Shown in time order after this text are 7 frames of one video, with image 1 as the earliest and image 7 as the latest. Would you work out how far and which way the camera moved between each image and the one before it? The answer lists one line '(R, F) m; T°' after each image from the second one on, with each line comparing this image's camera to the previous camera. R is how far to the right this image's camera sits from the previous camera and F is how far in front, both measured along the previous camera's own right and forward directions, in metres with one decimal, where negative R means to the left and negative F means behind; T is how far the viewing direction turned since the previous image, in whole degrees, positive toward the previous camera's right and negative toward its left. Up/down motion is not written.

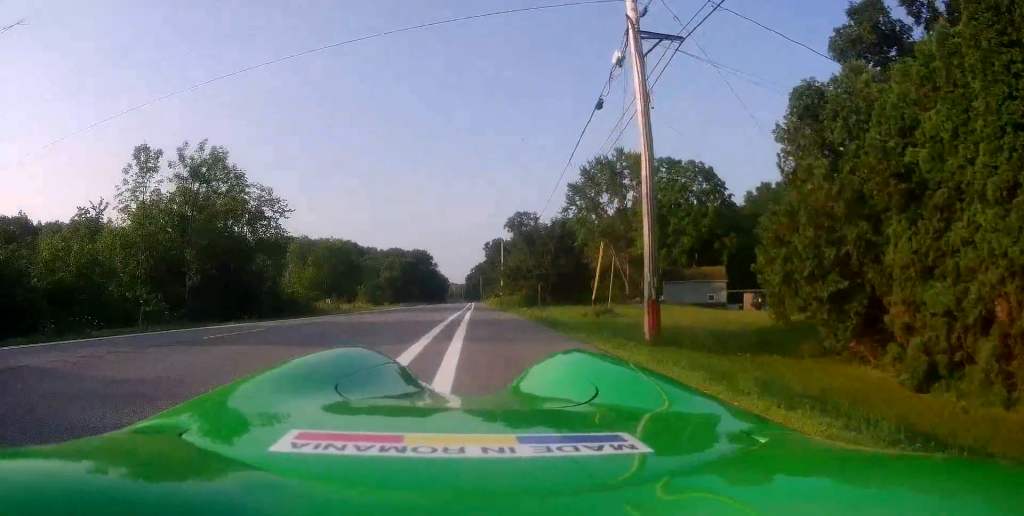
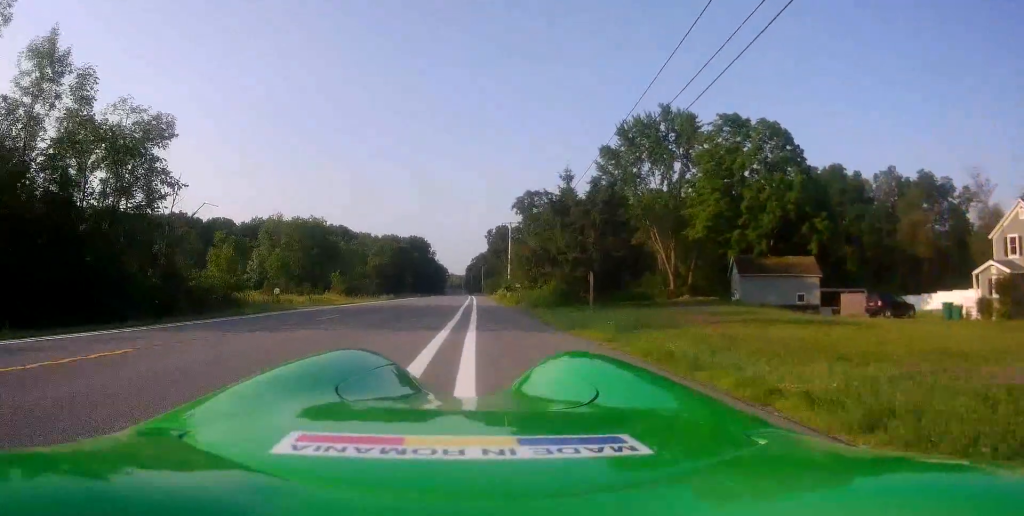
(-0.6, +17.7) m; -3°
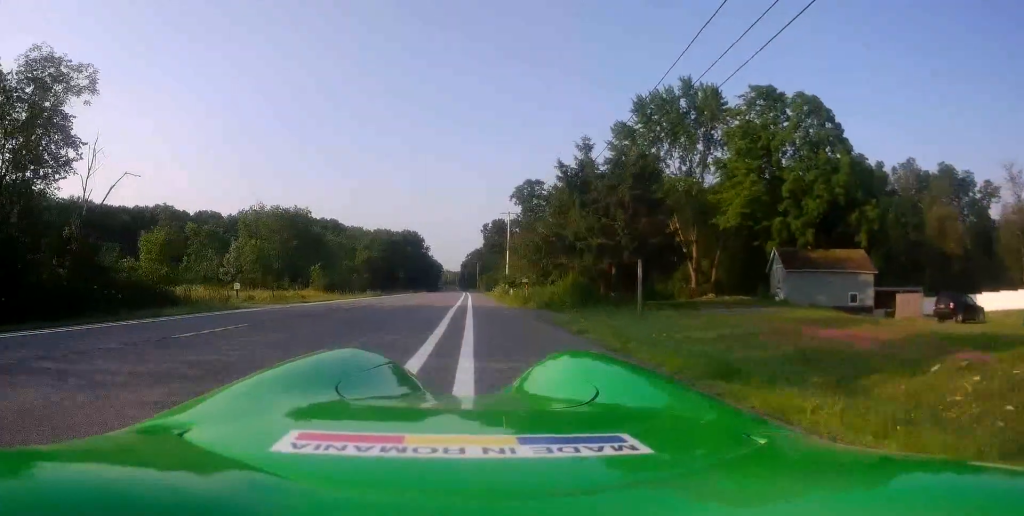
(0.0, +7.7) m; -3°
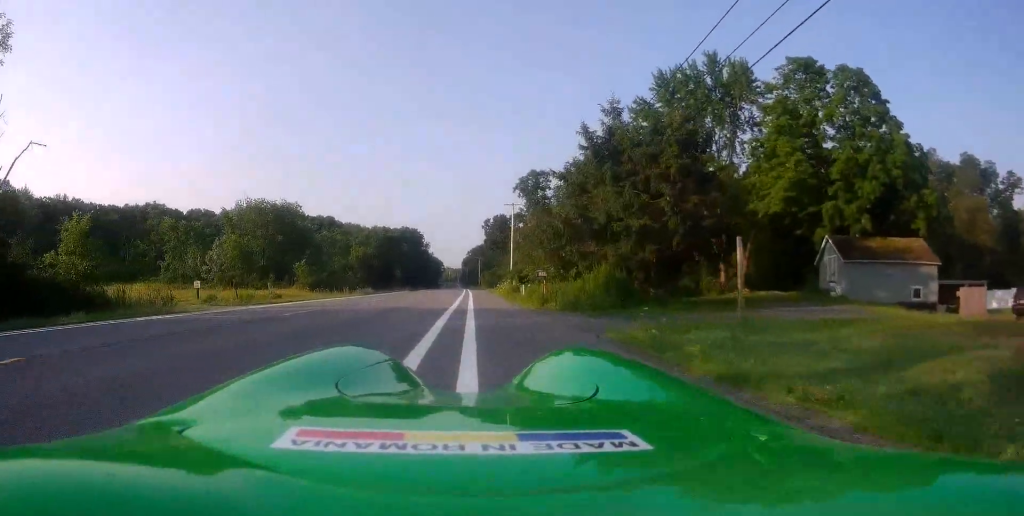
(-0.3, +6.6) m; +2°
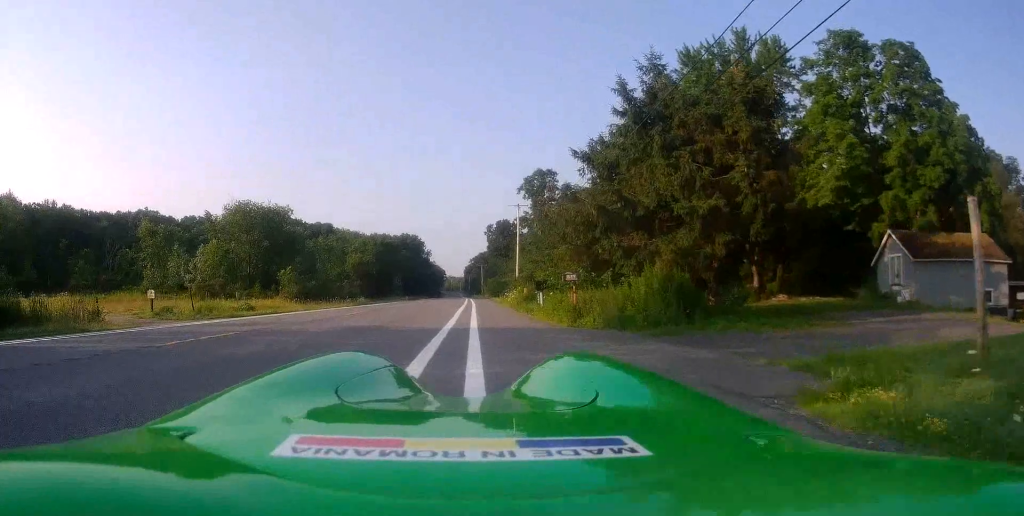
(+0.3, +6.0) m; +2°
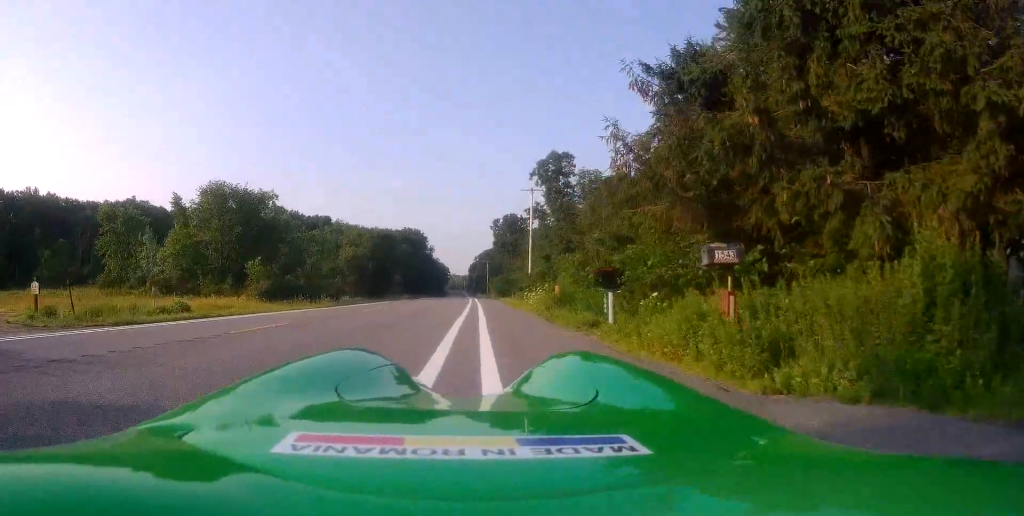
(+0.1, +9.9) m; -1°
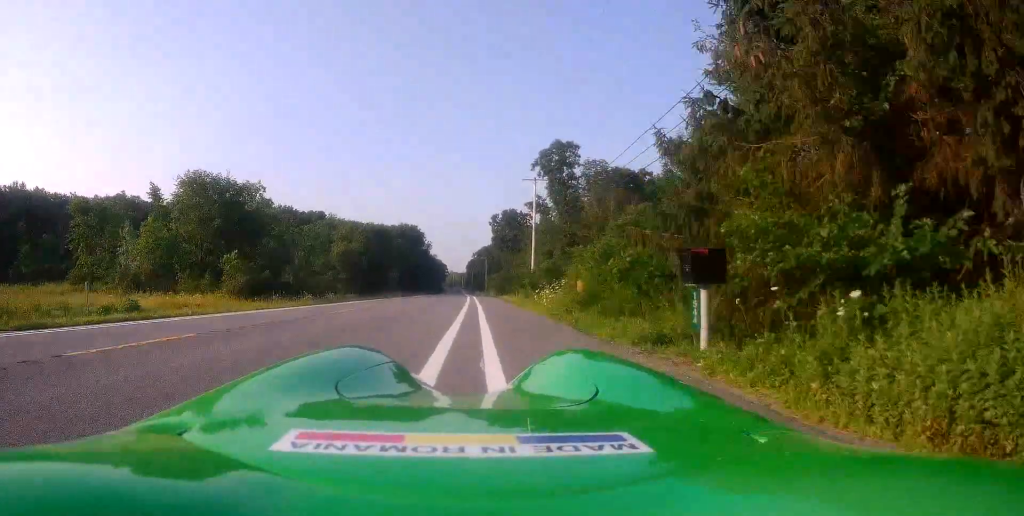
(-0.1, +4.5) m; -1°
